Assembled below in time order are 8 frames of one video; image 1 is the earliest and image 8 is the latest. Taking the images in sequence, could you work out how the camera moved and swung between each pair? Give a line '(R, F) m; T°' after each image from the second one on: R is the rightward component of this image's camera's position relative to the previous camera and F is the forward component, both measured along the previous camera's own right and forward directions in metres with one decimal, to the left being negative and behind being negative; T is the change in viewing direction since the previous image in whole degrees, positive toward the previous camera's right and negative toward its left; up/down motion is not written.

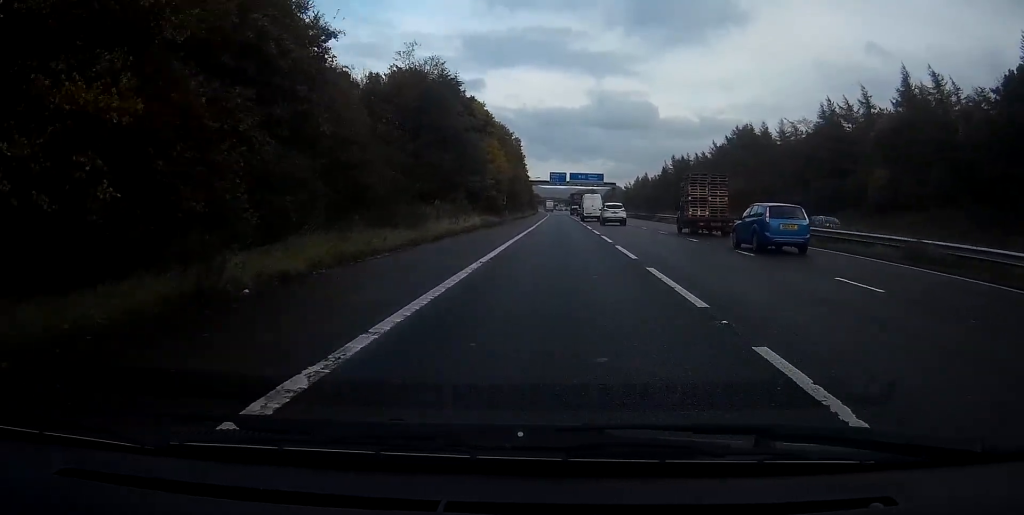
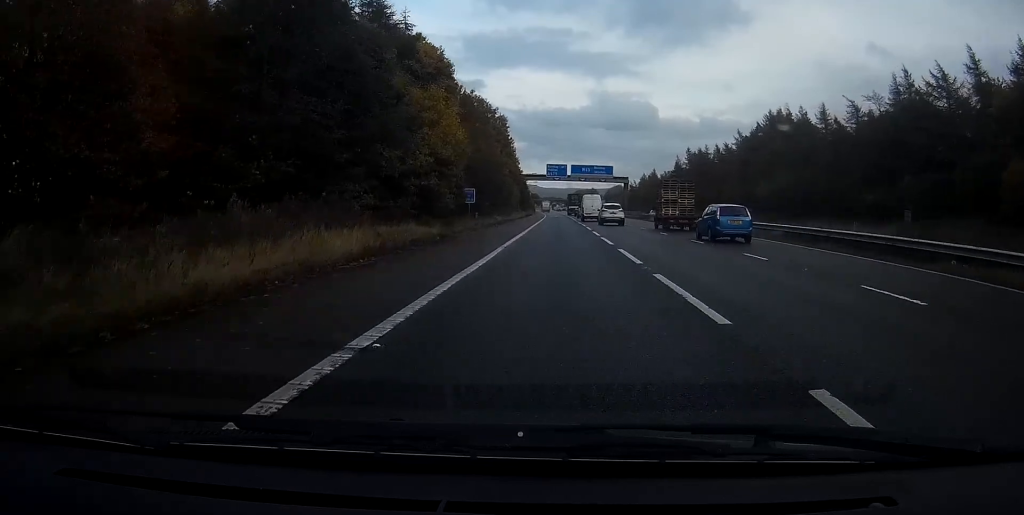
(0.0, +28.3) m; 0°
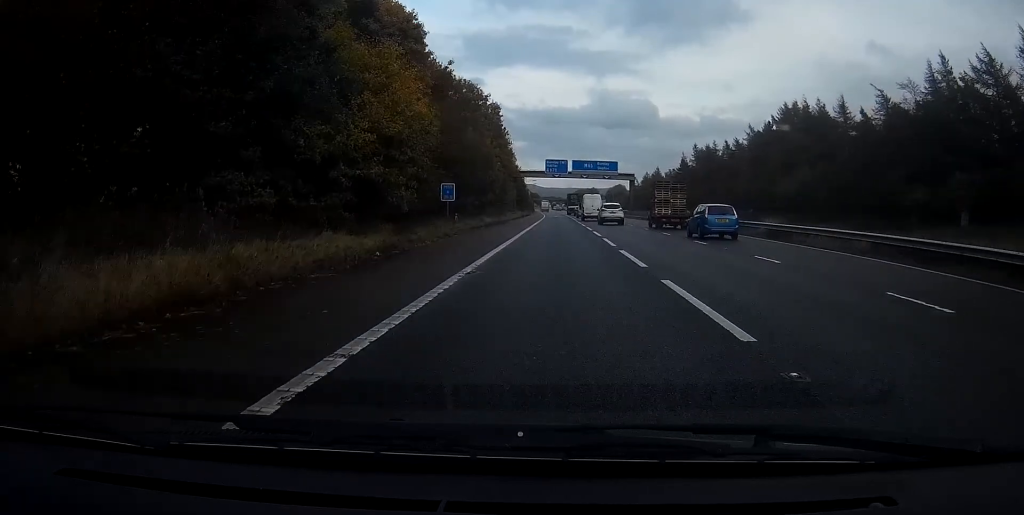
(0.0, +10.1) m; 0°
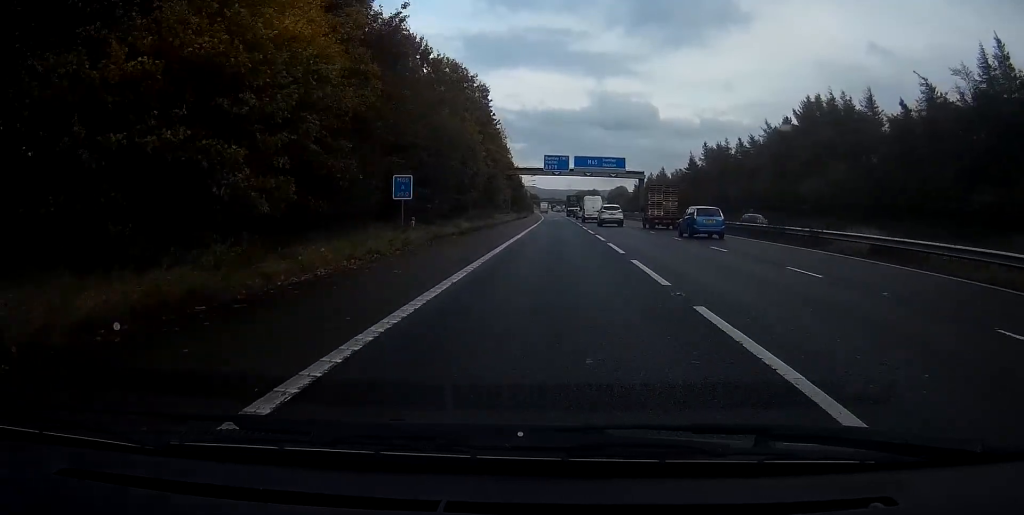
(0.0, +12.5) m; 0°
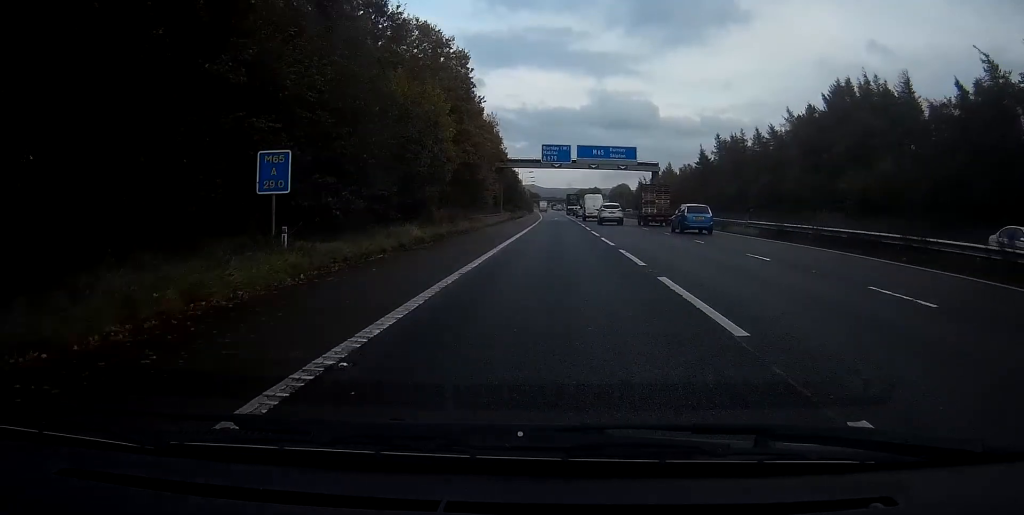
(0.0, +14.1) m; 0°
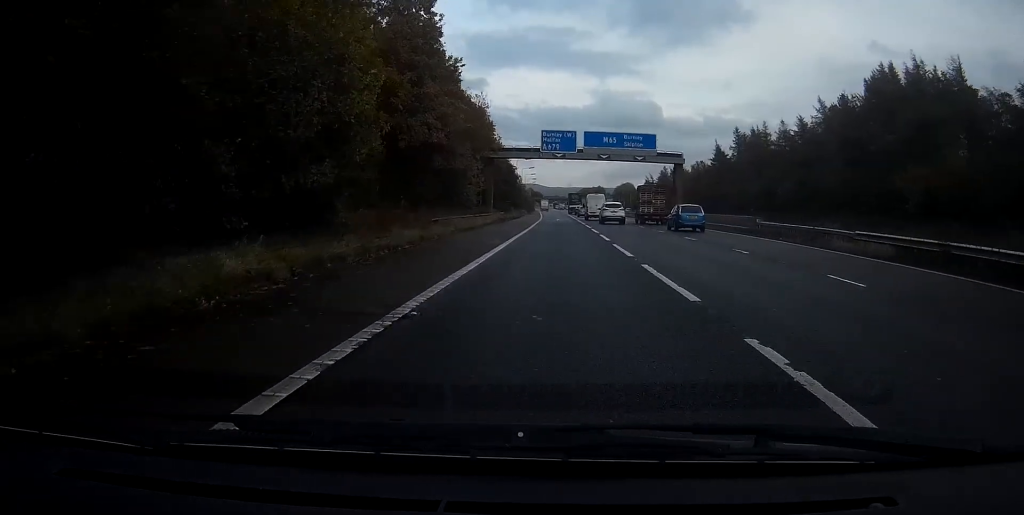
(0.0, +15.0) m; 0°
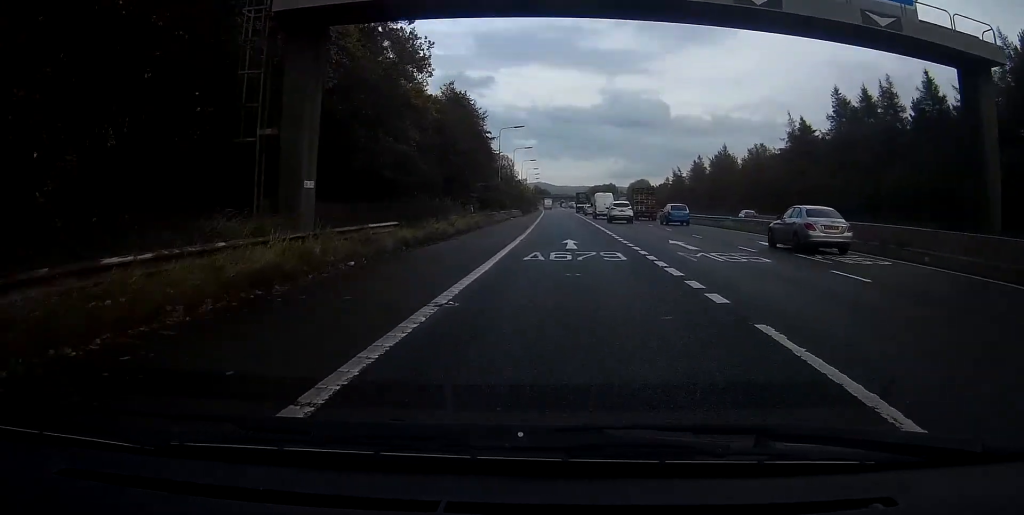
(-0.4, +52.3) m; -1°
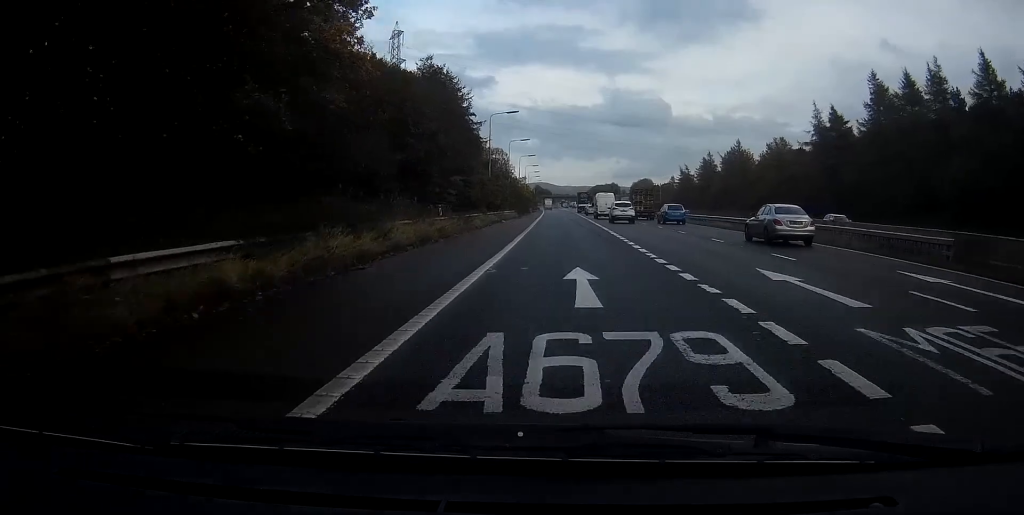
(0.0, +12.6) m; 0°
